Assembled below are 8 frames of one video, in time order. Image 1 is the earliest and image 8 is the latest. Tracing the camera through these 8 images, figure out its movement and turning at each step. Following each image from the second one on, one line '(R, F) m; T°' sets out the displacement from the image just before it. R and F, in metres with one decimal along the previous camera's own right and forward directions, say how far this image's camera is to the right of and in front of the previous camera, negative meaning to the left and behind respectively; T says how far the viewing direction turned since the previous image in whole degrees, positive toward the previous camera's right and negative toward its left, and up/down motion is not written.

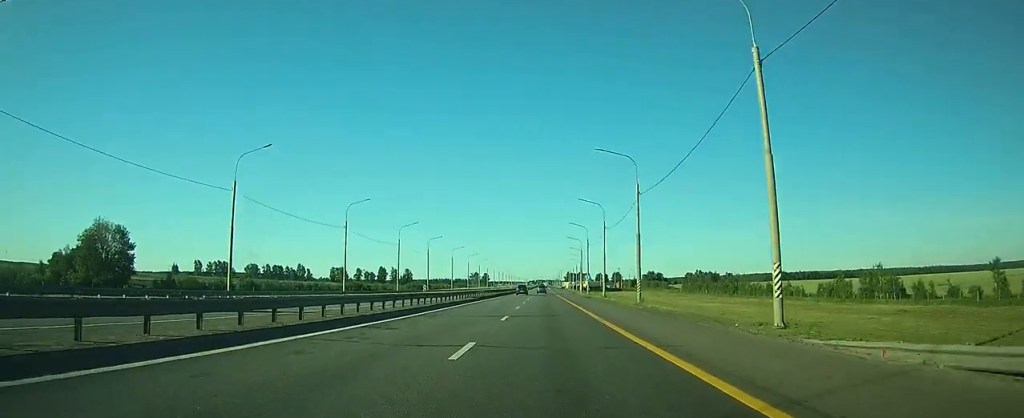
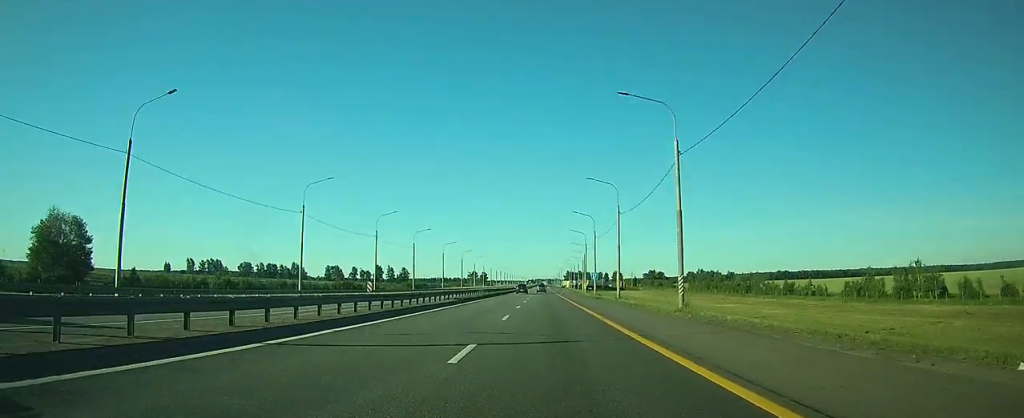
(0.0, +12.6) m; 0°
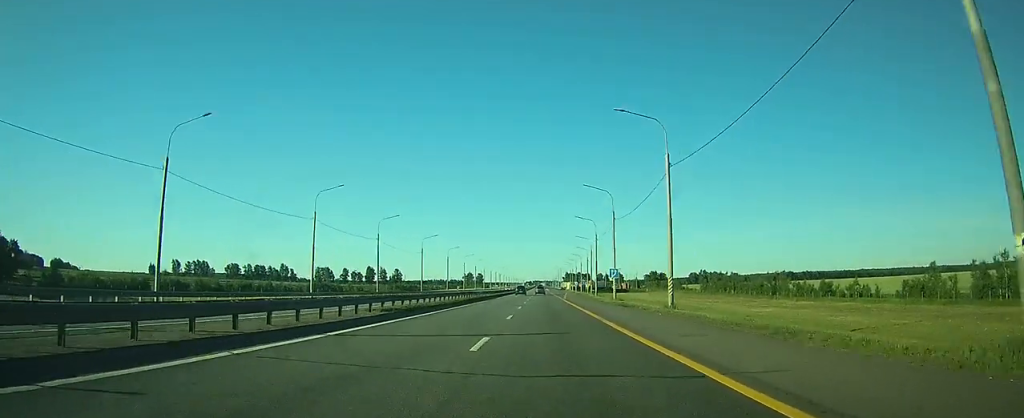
(-0.1, +22.1) m; 0°
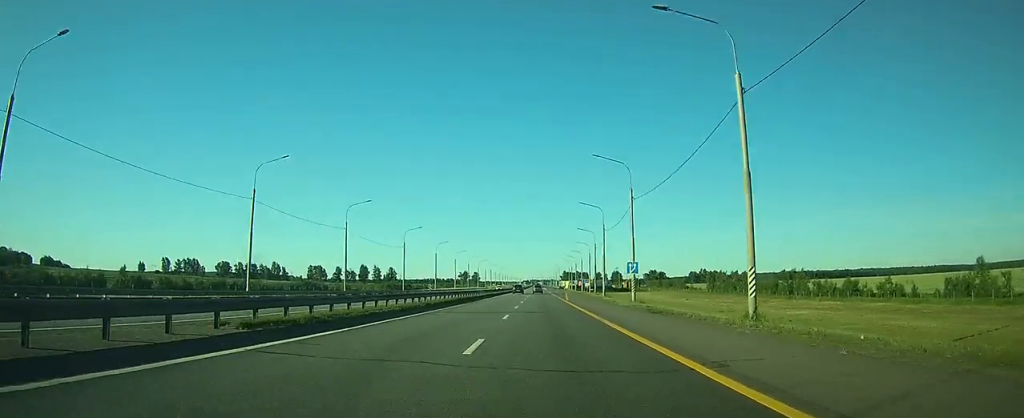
(0.0, +12.8) m; 0°
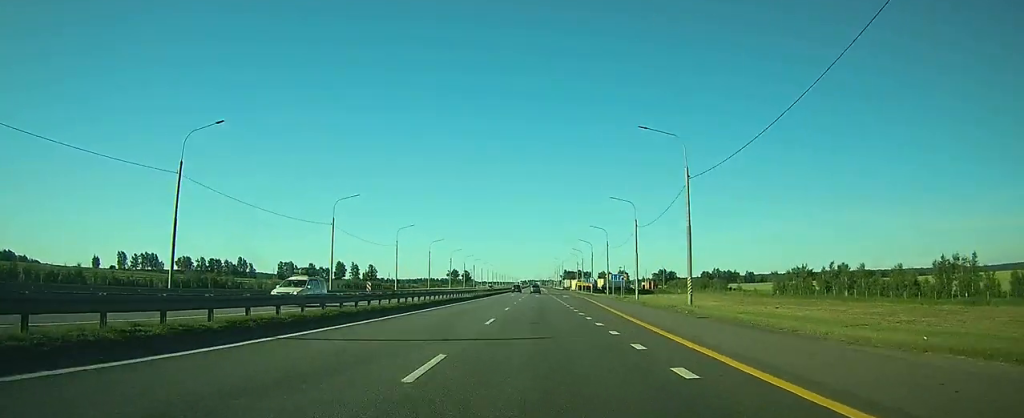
(+0.4, +64.2) m; +1°
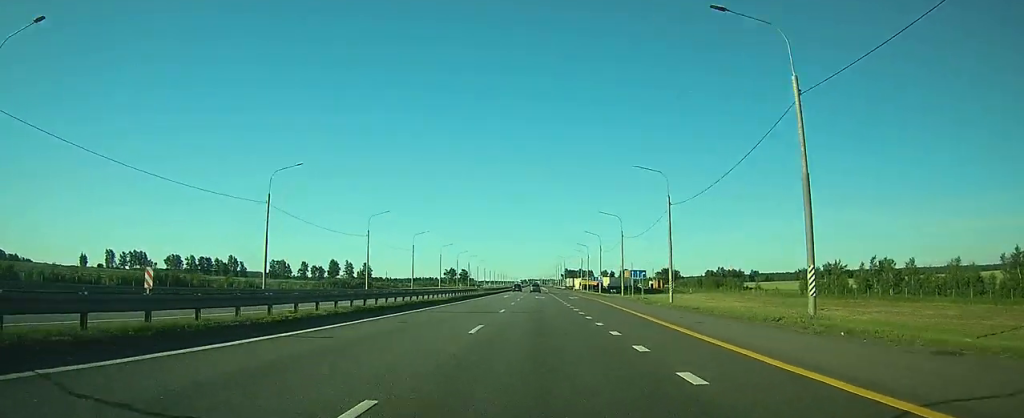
(0.0, +16.6) m; 0°
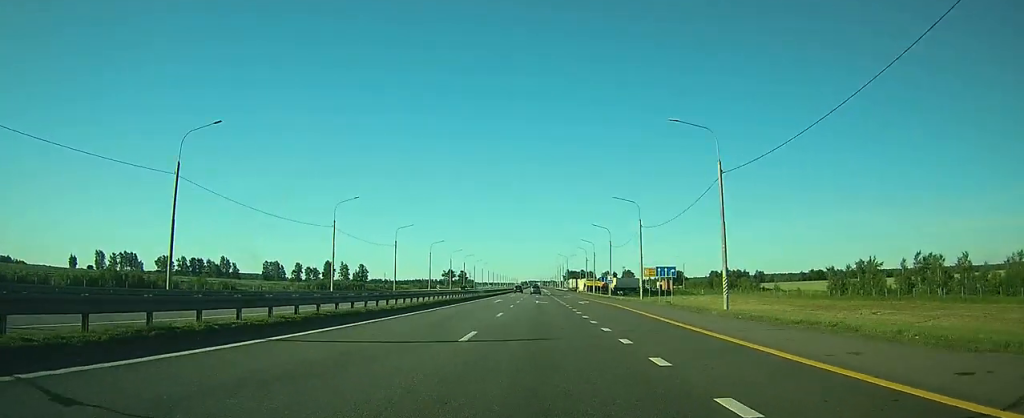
(0.0, +14.0) m; 0°
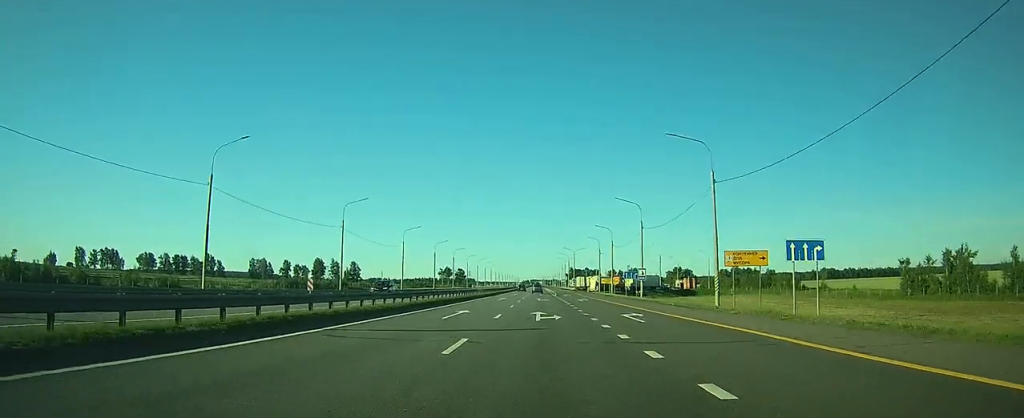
(-0.1, +27.2) m; 0°
